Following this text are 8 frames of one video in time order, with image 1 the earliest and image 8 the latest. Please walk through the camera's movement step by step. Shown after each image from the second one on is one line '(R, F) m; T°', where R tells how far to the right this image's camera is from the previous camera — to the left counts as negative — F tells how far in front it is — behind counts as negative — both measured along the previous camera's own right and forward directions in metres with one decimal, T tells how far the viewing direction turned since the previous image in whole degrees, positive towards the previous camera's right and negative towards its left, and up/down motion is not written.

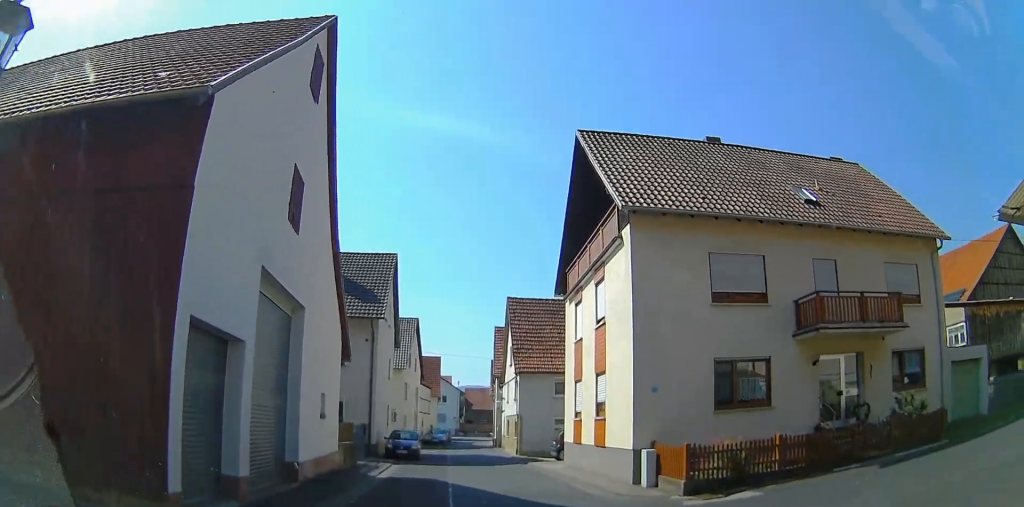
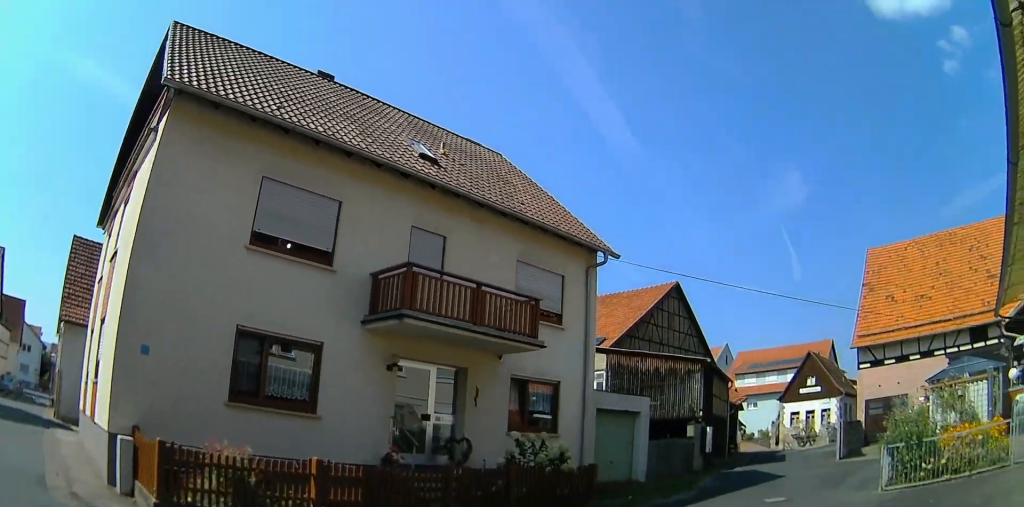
(+2.8, +4.6) m; +61°
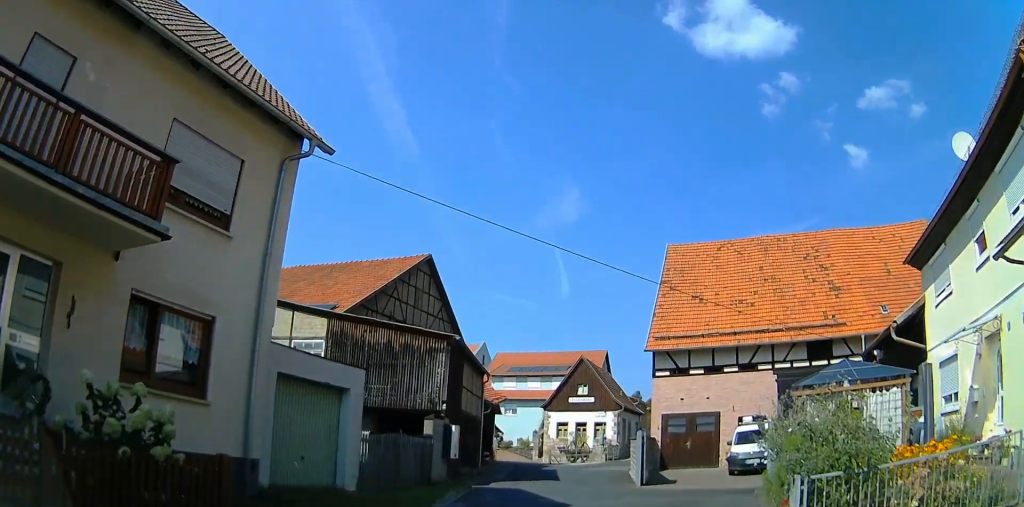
(+0.1, +5.7) m; +2°
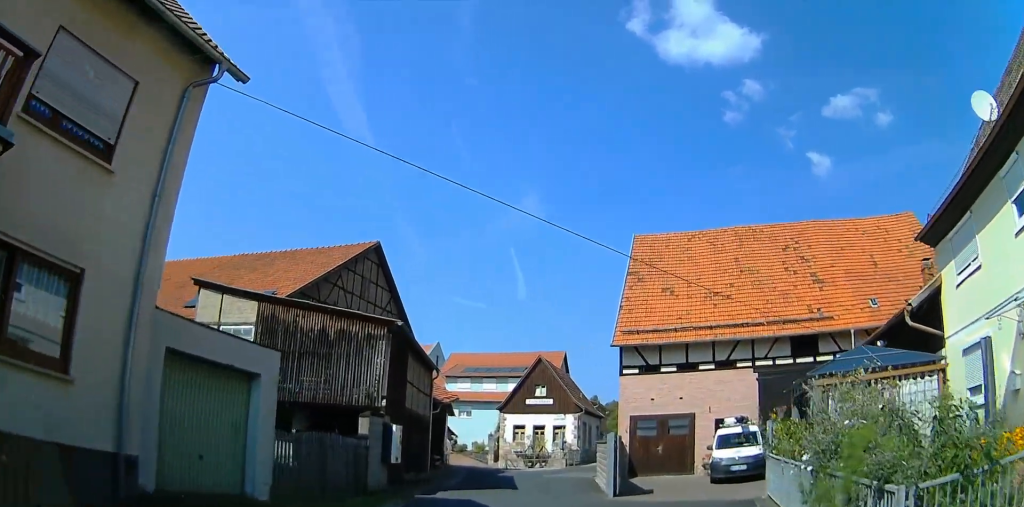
(0.0, +2.1) m; +2°
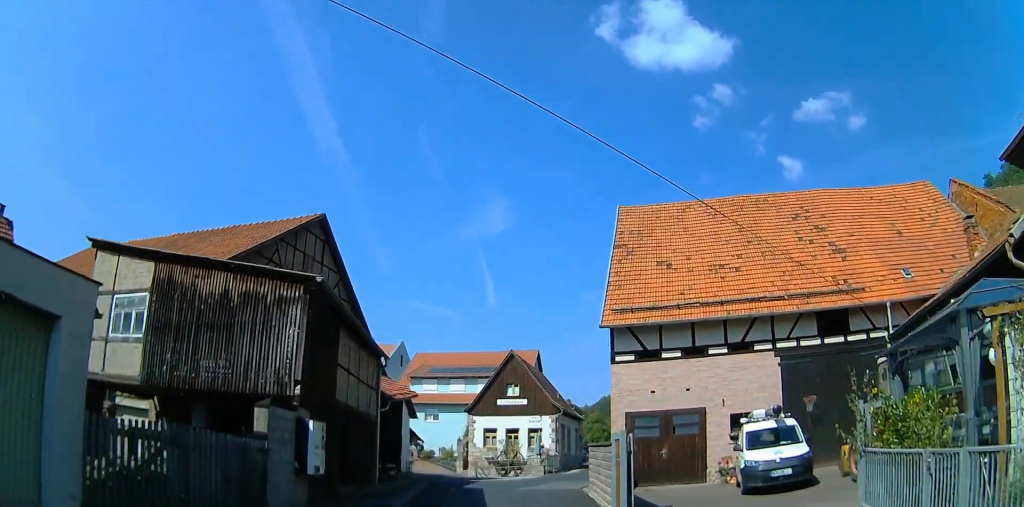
(+0.2, +3.8) m; +5°
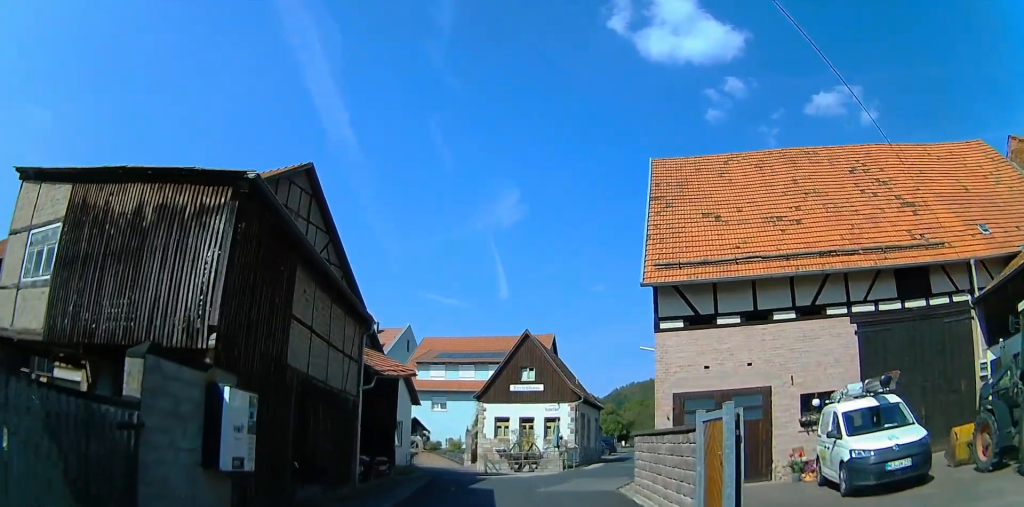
(+0.1, +3.3) m; +3°
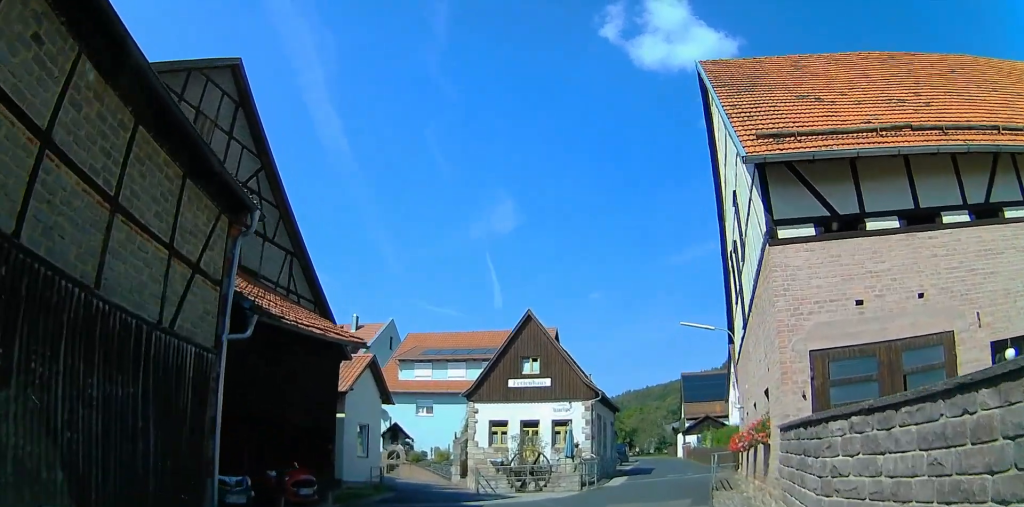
(+0.2, +6.0) m; +2°
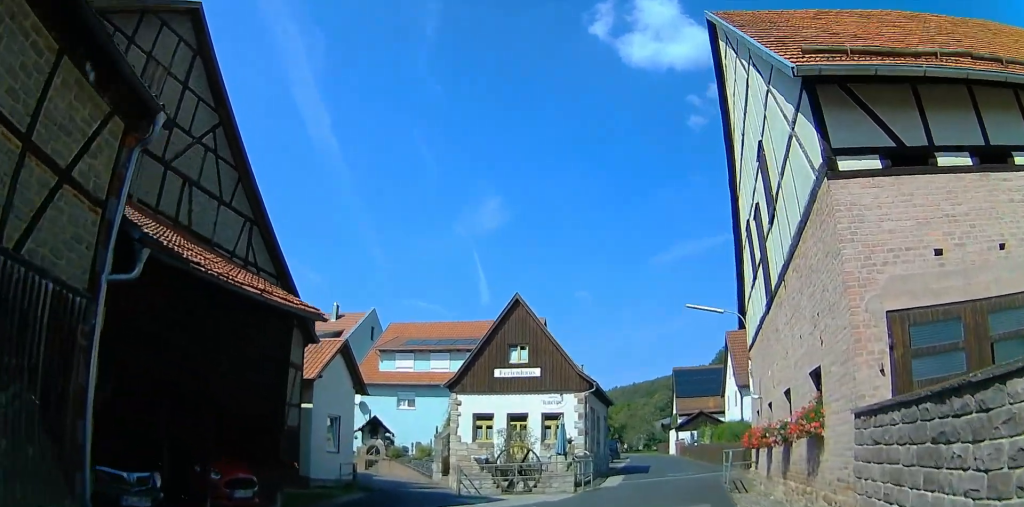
(0.0, +2.1) m; 0°
